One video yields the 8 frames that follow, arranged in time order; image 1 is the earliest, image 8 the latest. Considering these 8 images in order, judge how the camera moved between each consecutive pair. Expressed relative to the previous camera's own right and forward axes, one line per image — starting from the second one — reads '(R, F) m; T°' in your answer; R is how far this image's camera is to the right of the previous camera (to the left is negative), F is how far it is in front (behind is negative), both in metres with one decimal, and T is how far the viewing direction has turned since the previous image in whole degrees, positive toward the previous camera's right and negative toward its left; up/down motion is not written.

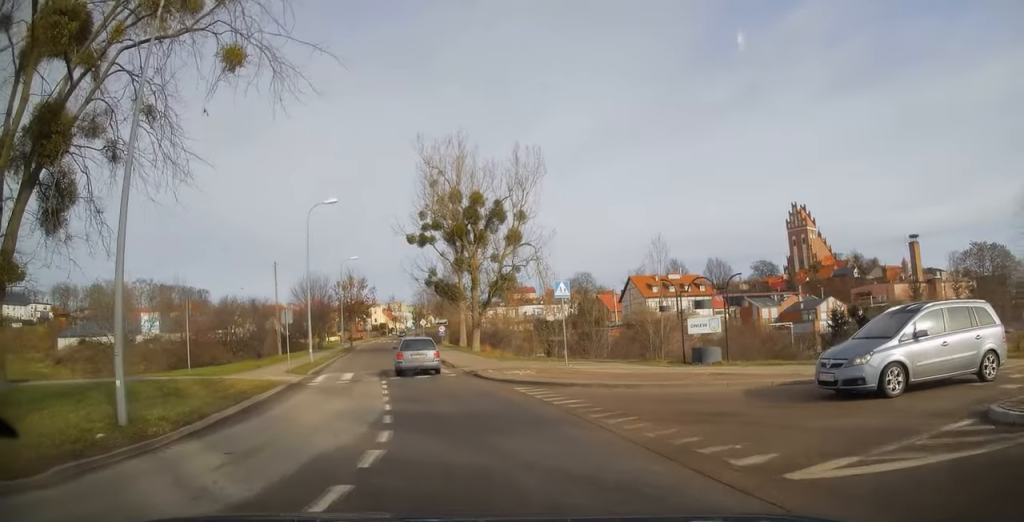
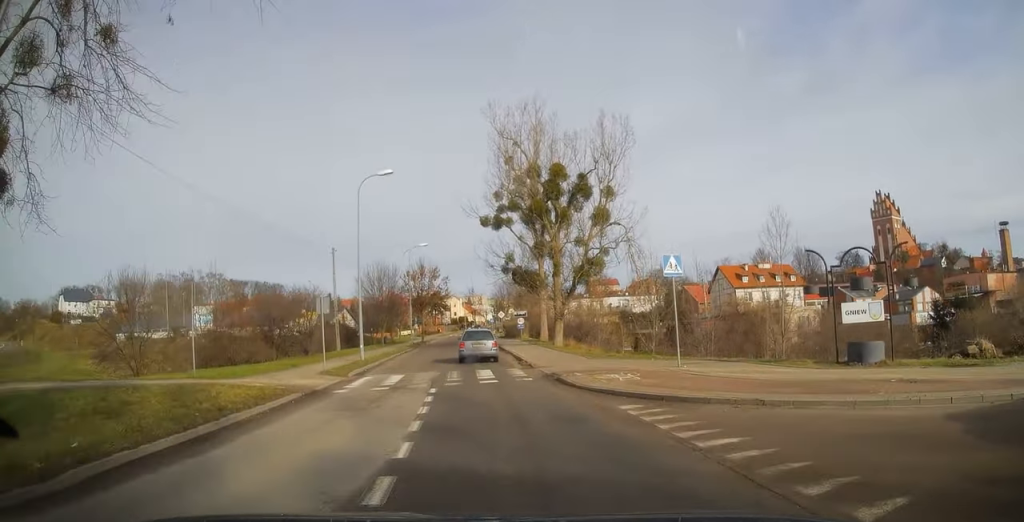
(-0.2, +5.1) m; -7°
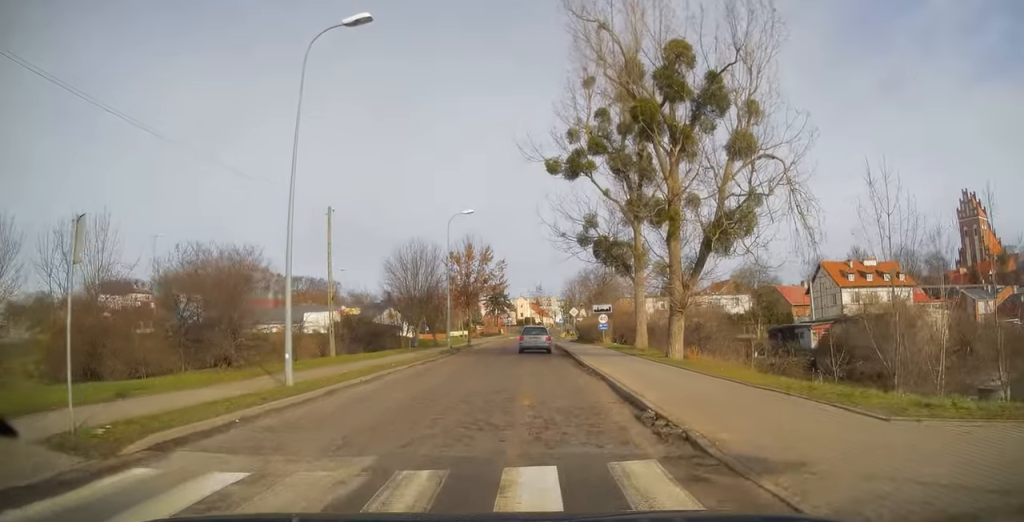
(-2.0, +15.2) m; -10°
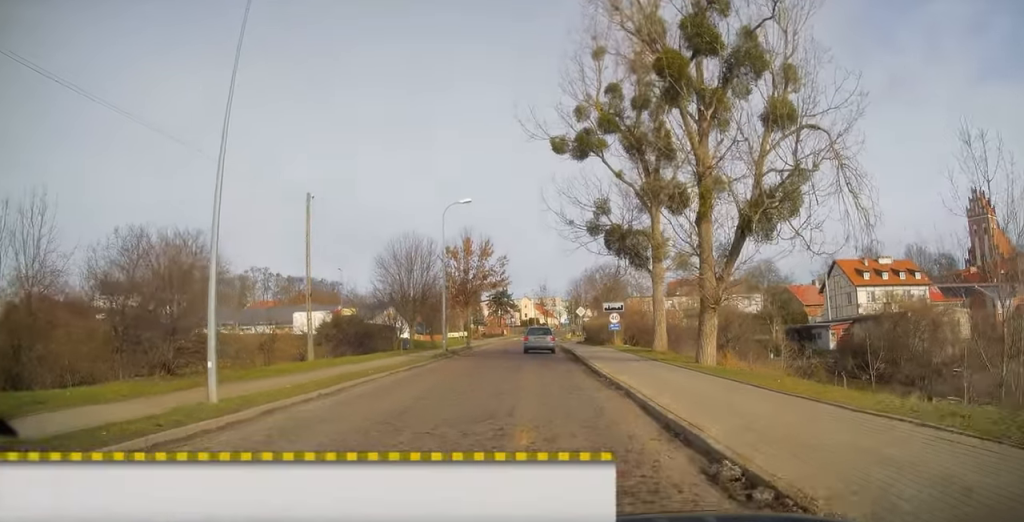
(-0.1, +3.7) m; -1°
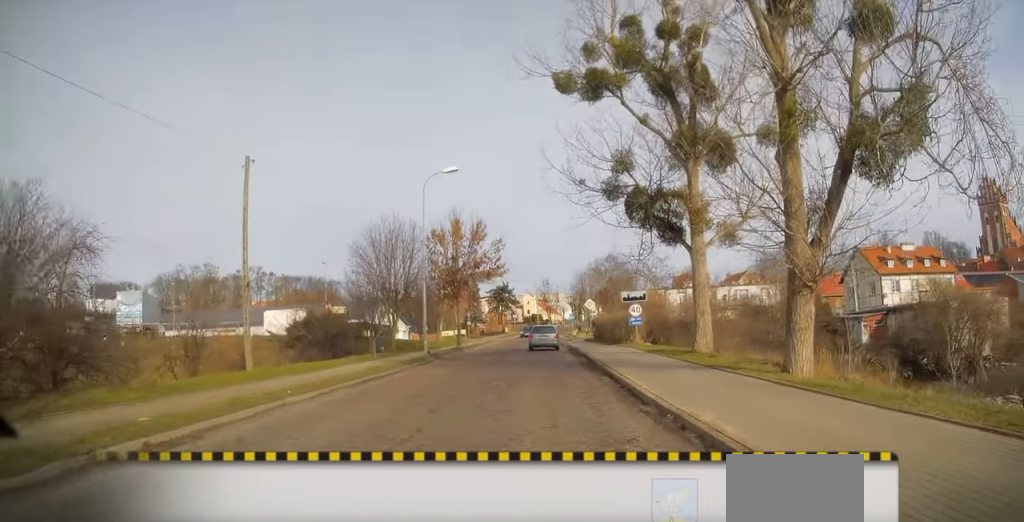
(-0.1, +6.8) m; 0°
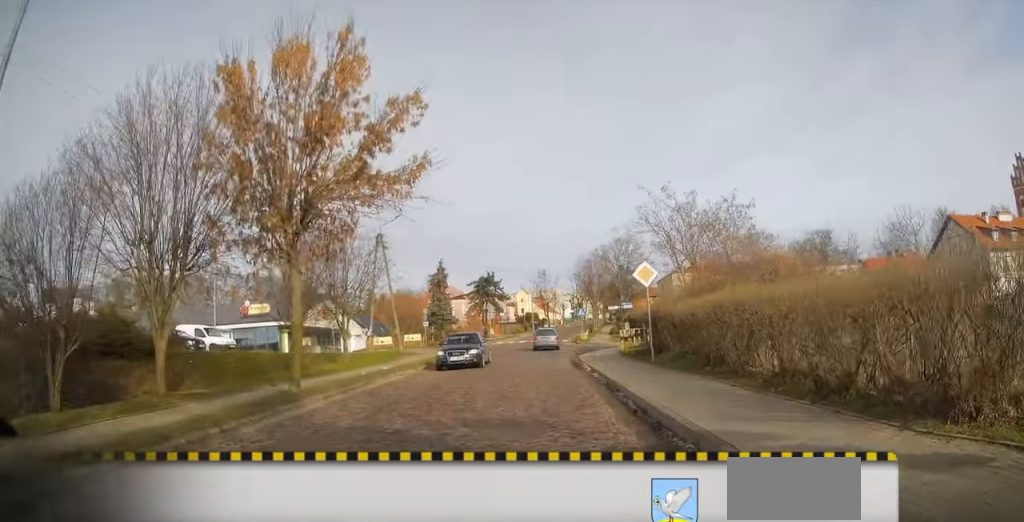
(+0.3, +26.0) m; 0°
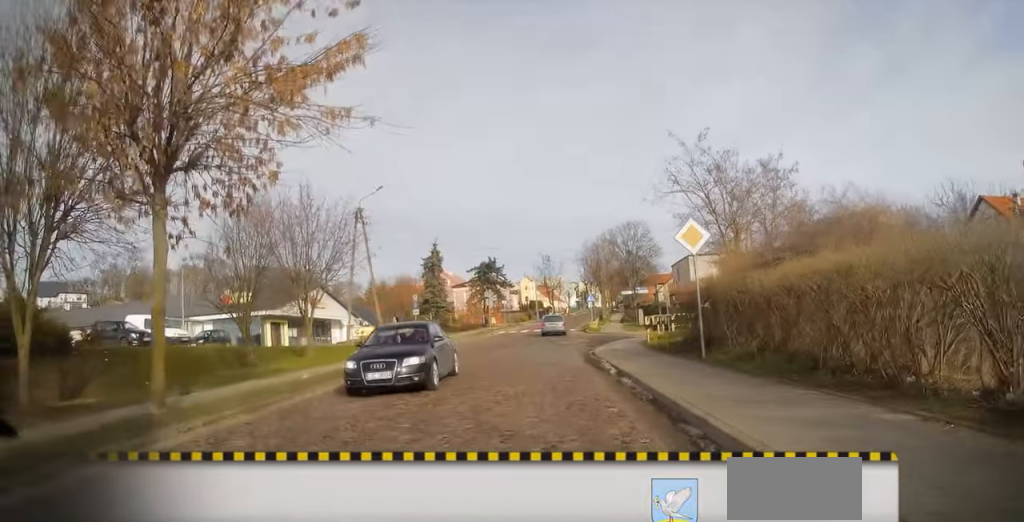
(0.0, +5.6) m; 0°
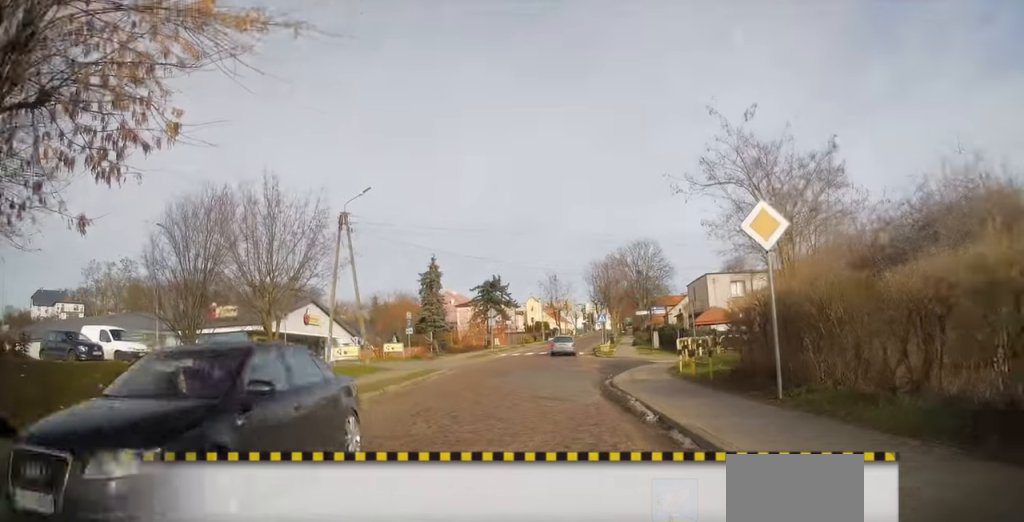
(0.0, +4.2) m; 0°
